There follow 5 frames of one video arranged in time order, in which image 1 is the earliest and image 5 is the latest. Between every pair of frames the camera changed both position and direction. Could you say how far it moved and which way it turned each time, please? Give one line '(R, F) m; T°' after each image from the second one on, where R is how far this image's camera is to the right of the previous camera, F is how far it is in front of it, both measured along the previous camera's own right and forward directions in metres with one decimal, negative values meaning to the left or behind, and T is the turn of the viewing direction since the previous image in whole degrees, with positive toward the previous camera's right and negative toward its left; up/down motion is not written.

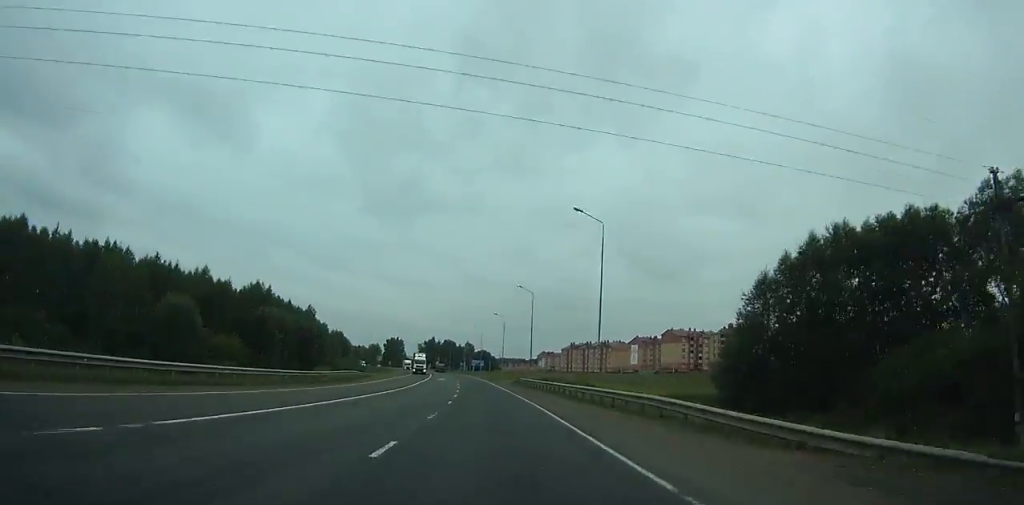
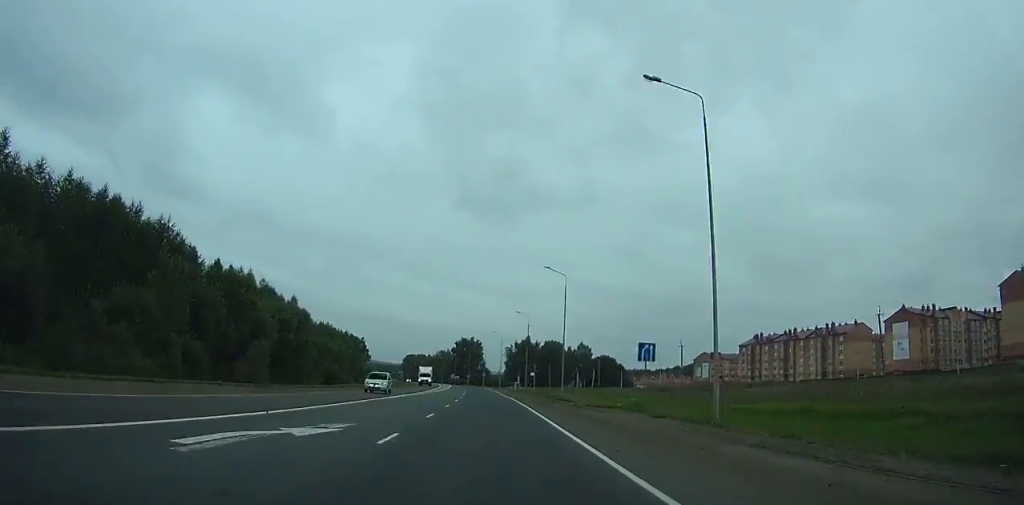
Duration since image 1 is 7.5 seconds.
(-13.5, +157.0) m; -10°
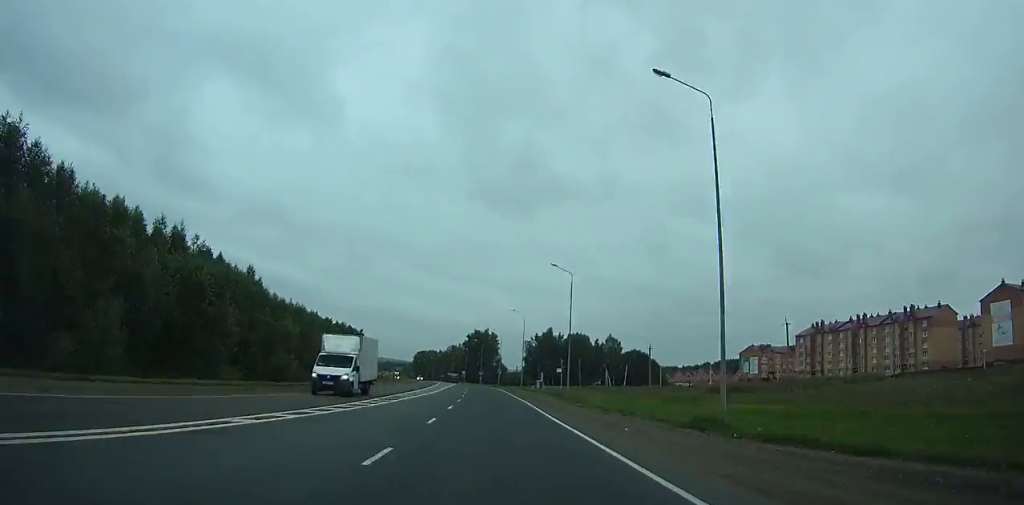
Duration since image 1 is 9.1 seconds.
(-1.0, +34.4) m; -2°
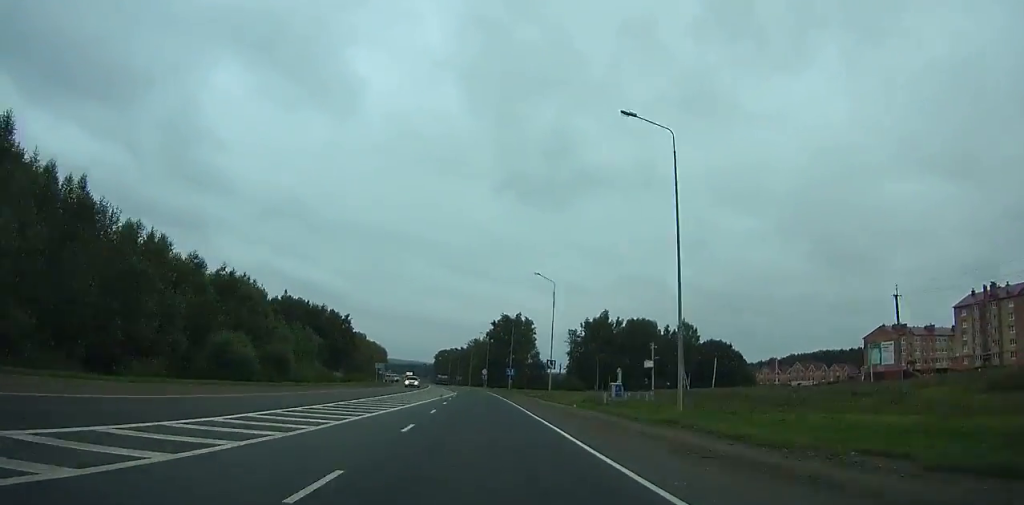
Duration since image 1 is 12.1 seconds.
(-1.9, +64.8) m; -3°
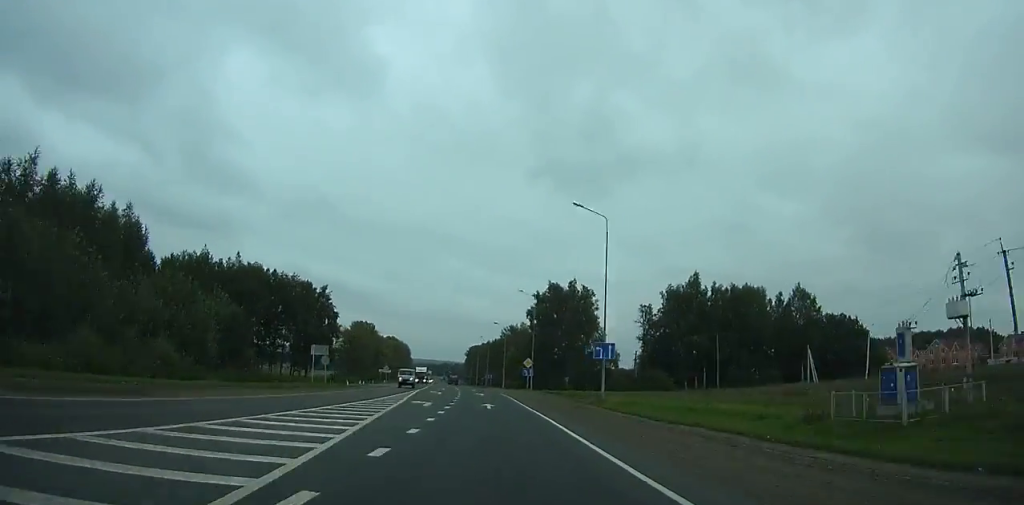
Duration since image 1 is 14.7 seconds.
(-1.4, +56.4) m; -3°
